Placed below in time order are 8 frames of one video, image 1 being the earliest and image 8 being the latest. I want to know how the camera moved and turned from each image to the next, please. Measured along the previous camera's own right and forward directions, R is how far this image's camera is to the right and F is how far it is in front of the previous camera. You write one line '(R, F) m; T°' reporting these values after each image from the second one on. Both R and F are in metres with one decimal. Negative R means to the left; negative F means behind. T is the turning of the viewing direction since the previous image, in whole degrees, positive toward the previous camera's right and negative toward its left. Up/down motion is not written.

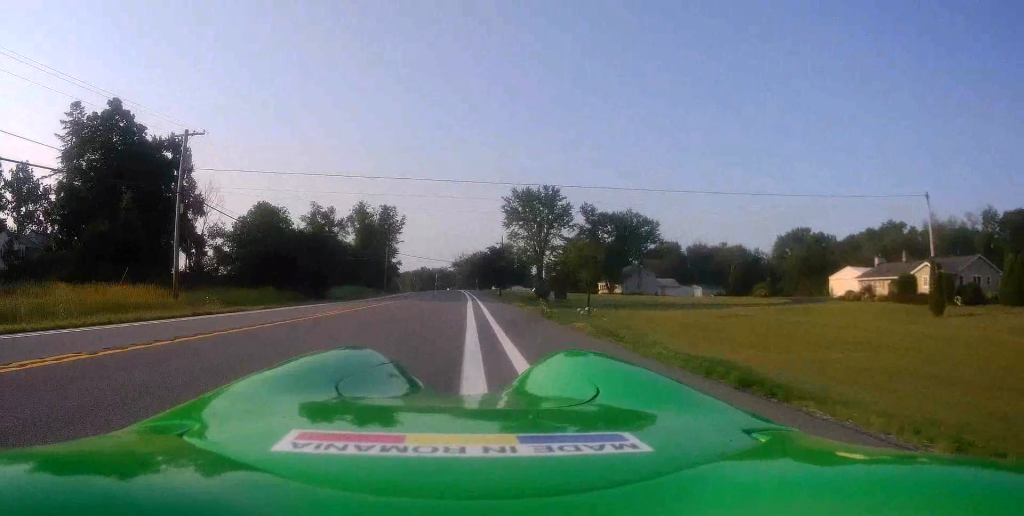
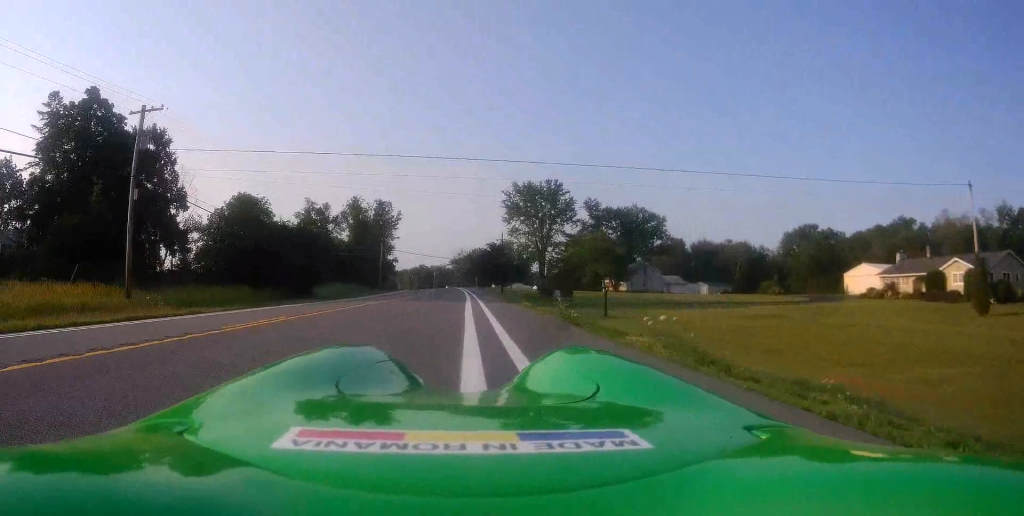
(-0.1, +5.1) m; 0°
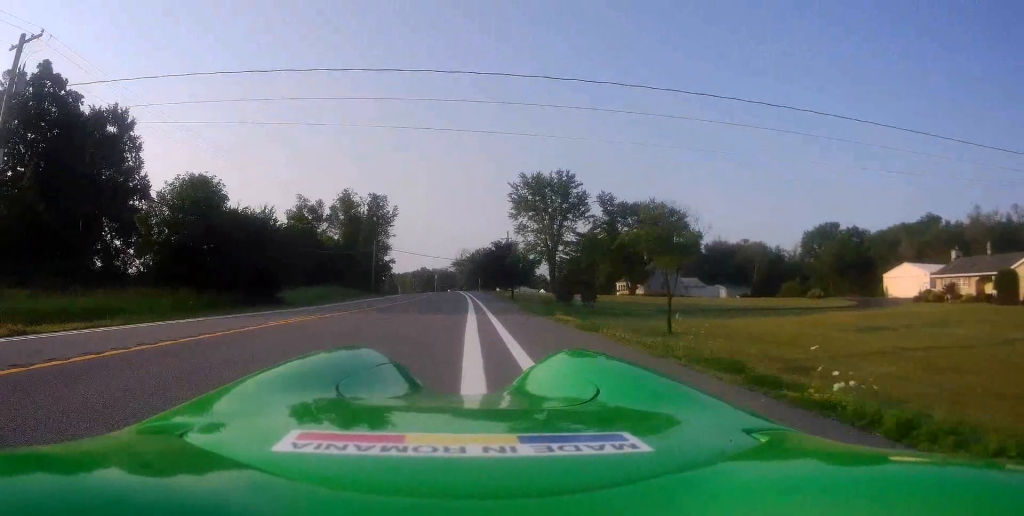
(0.0, +9.6) m; -1°
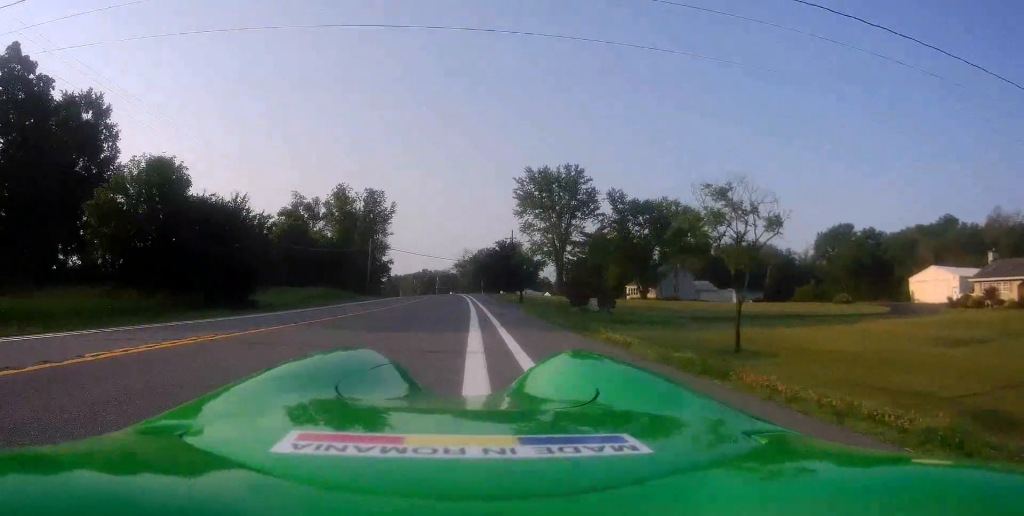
(+0.2, +5.9) m; -1°
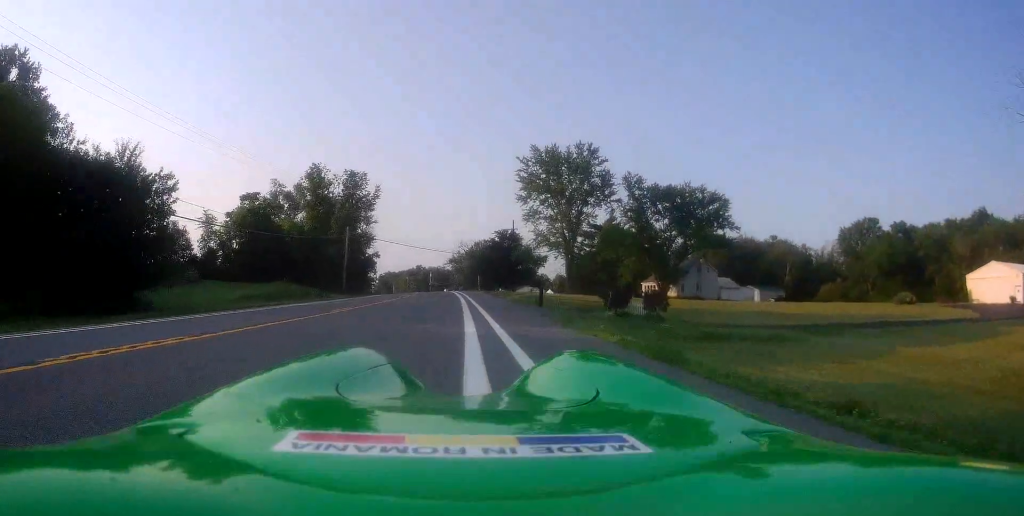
(-0.4, +13.0) m; 0°
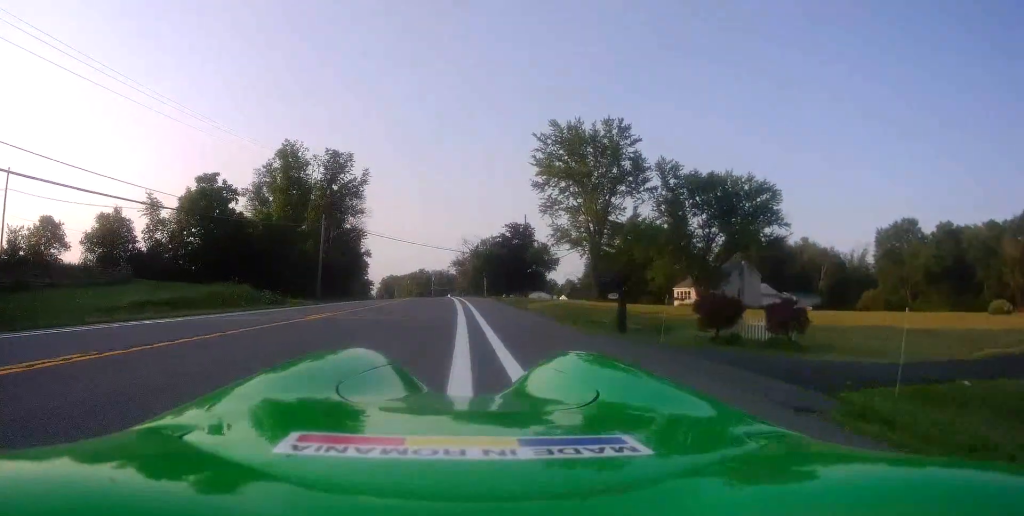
(+0.3, +13.5) m; +1°
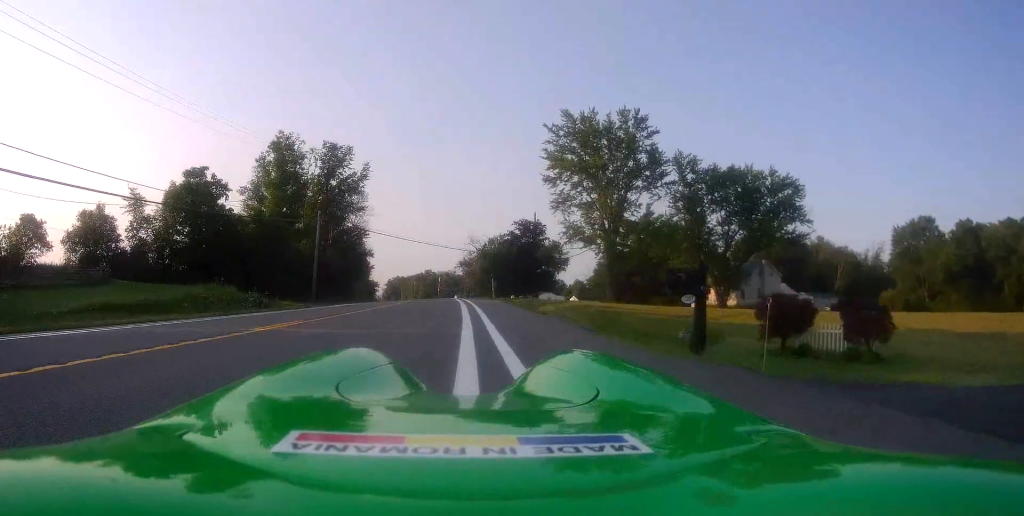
(-0.1, +4.3) m; 0°
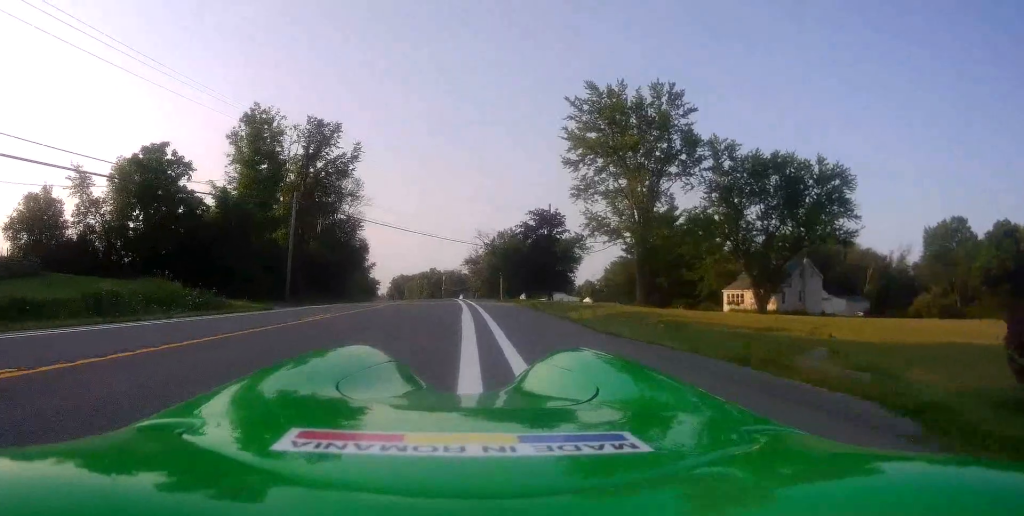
(+0.1, +8.8) m; -1°
